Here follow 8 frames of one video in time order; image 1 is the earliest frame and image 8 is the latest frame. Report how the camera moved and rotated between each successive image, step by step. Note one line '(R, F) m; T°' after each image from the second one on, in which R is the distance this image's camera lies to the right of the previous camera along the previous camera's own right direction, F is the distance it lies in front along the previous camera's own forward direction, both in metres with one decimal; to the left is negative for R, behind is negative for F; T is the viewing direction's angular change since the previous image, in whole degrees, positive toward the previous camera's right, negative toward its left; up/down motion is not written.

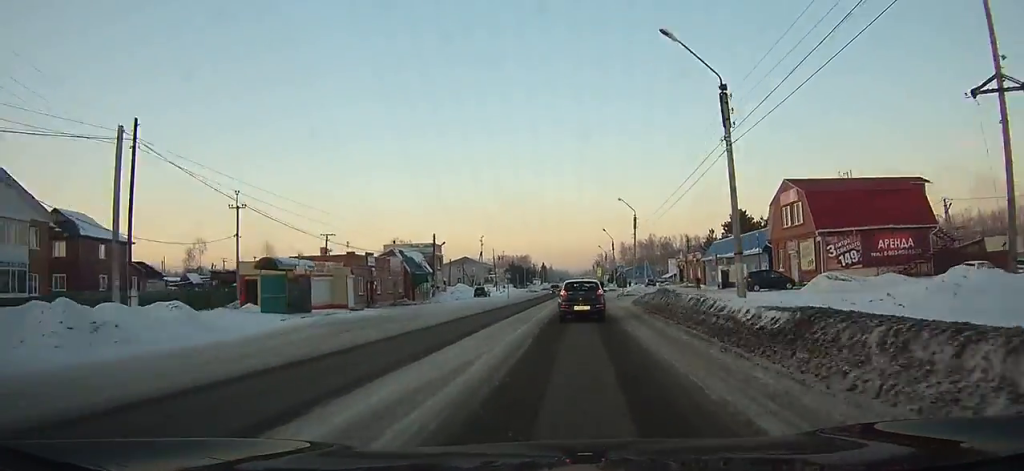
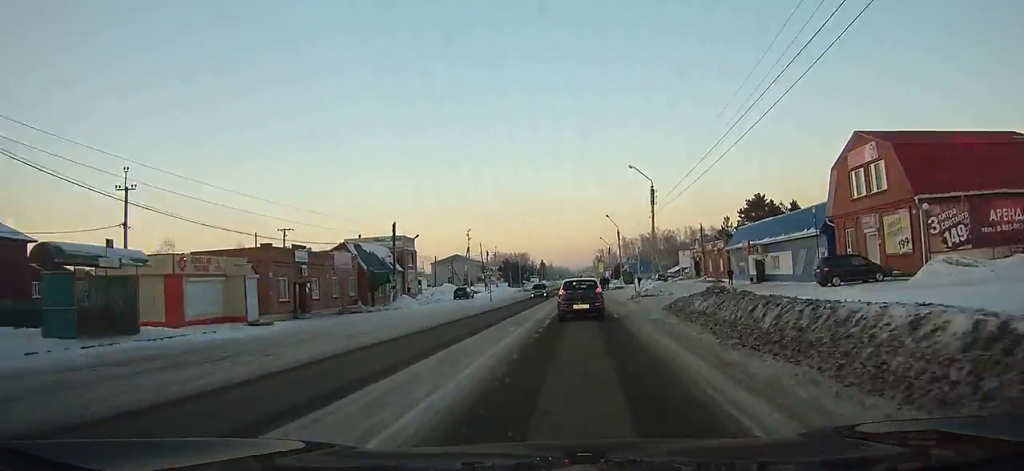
(0.0, +13.5) m; 0°
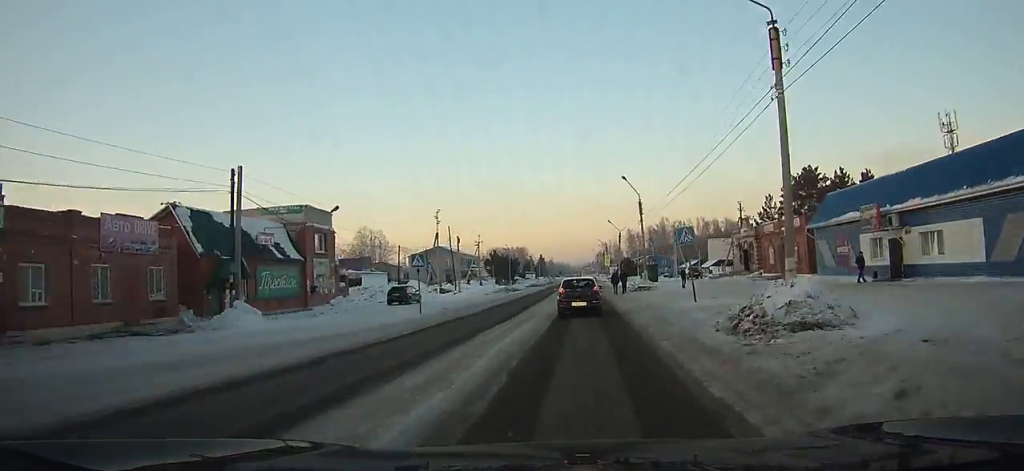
(0.0, +24.5) m; 0°
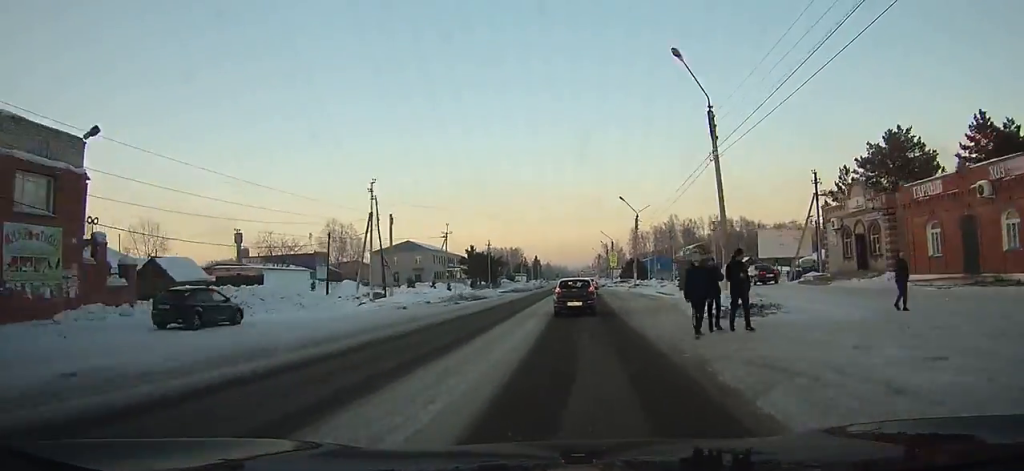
(0.0, +24.8) m; 0°
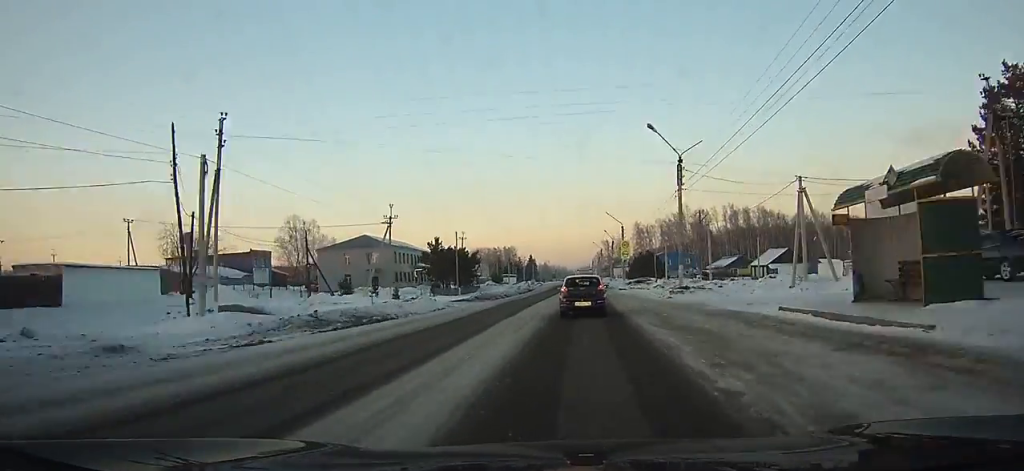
(+0.1, +22.9) m; 0°
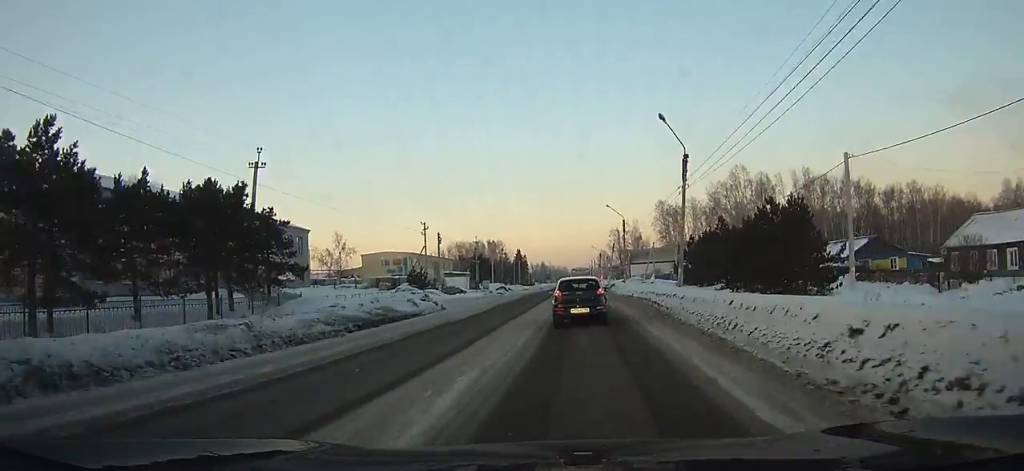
(+0.3, +64.4) m; 0°
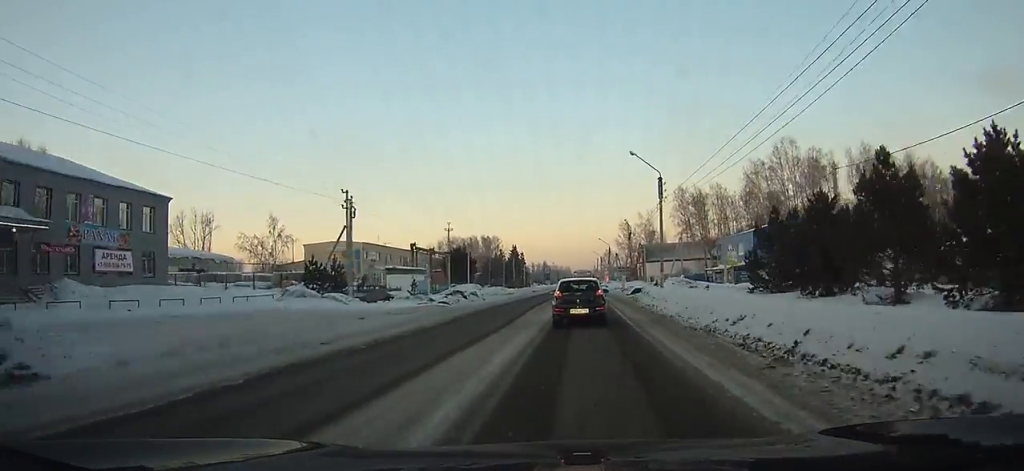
(-0.2, +25.9) m; -1°
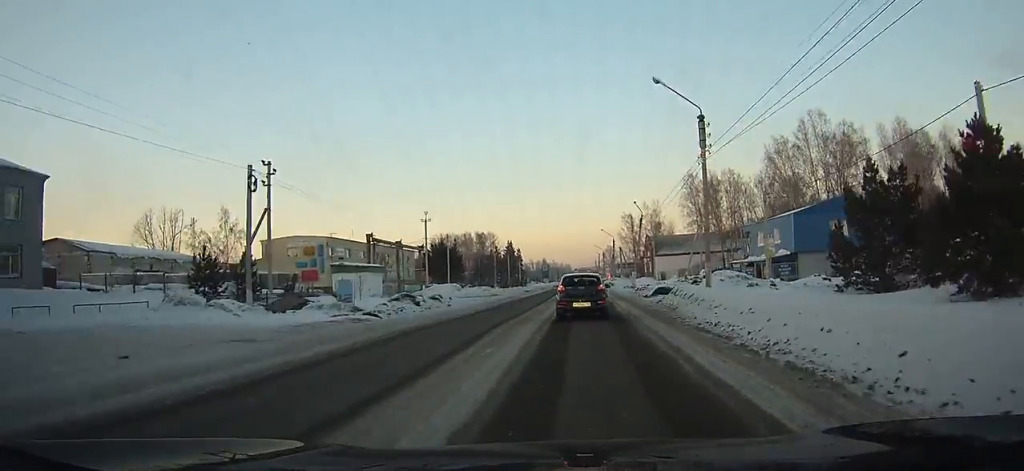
(0.0, +13.1) m; 0°
